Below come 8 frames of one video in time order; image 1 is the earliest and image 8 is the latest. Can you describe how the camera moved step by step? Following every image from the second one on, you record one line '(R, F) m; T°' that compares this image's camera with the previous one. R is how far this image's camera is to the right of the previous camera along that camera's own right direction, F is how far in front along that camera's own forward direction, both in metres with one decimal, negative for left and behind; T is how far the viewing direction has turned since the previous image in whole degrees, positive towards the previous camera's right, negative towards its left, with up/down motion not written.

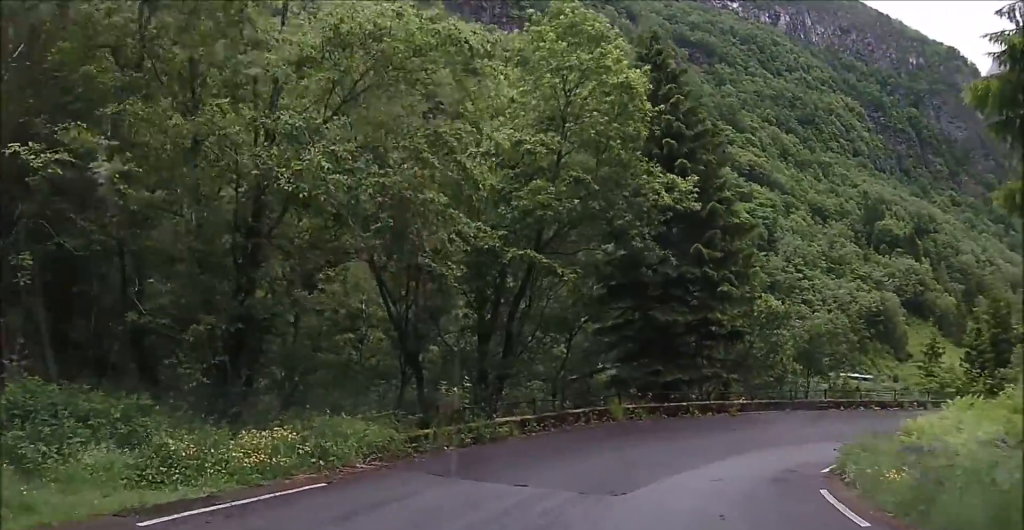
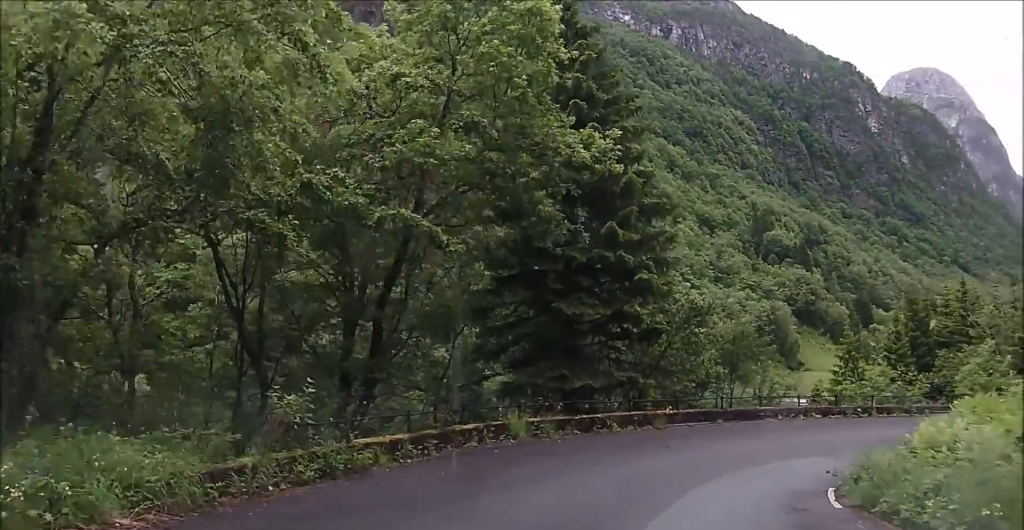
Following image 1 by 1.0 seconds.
(+0.3, +4.6) m; +15°
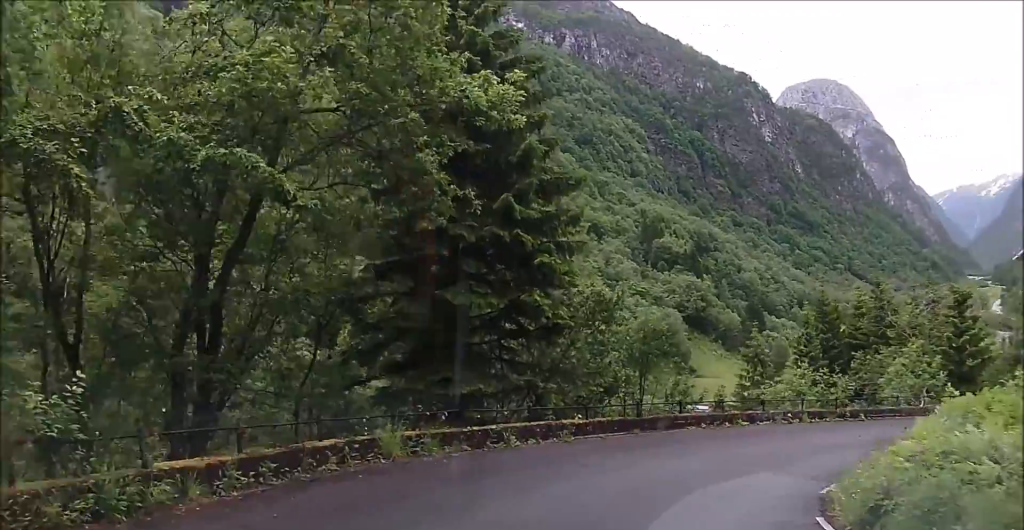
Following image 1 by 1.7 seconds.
(+0.6, +3.0) m; +11°
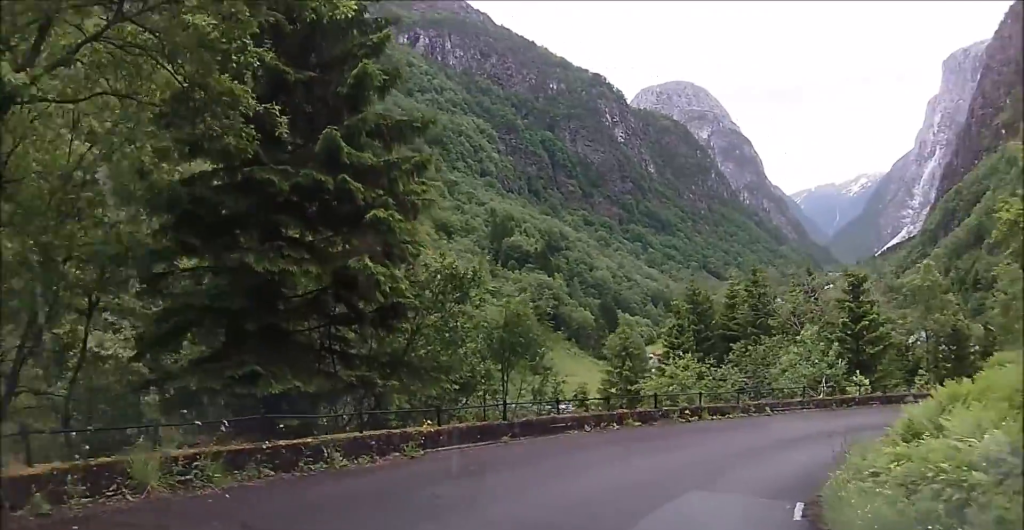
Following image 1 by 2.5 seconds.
(+0.4, +3.6) m; +11°
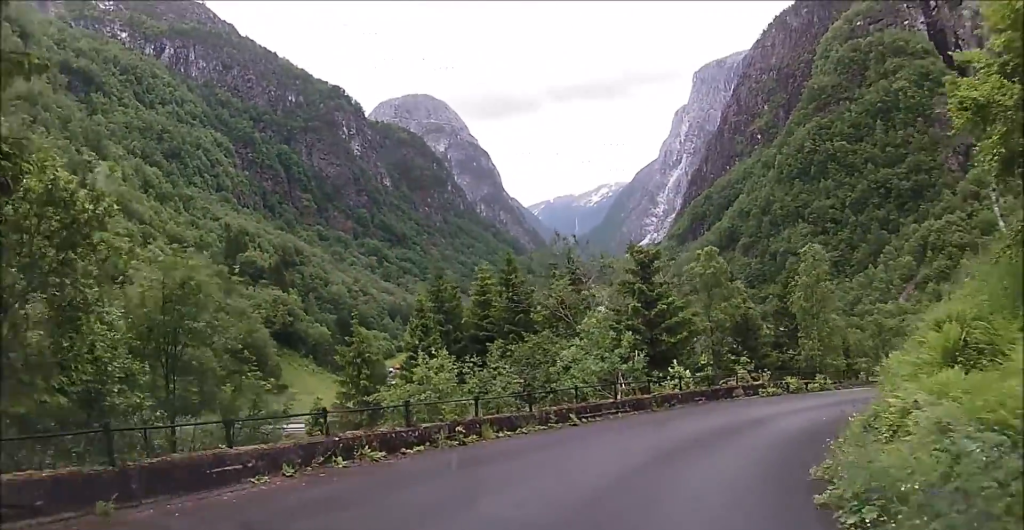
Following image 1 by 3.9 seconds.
(+0.9, +6.4) m; +20°
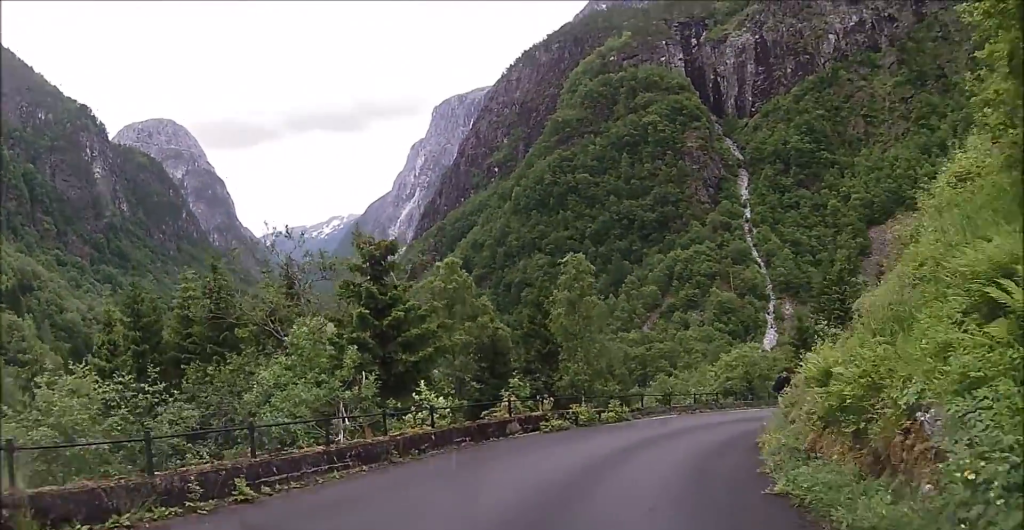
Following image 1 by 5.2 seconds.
(+1.6, +6.6) m; +26°
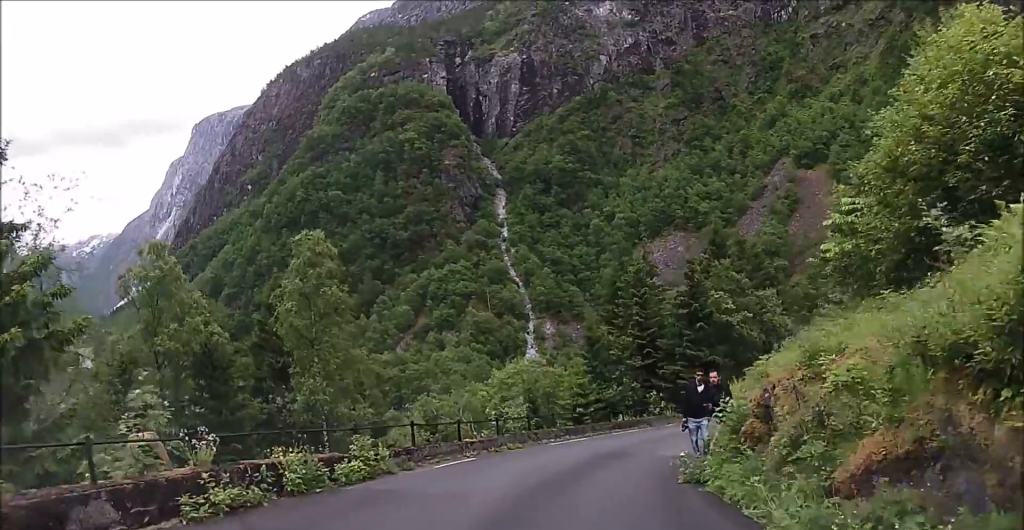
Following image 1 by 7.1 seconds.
(+2.0, +10.2) m; +21°
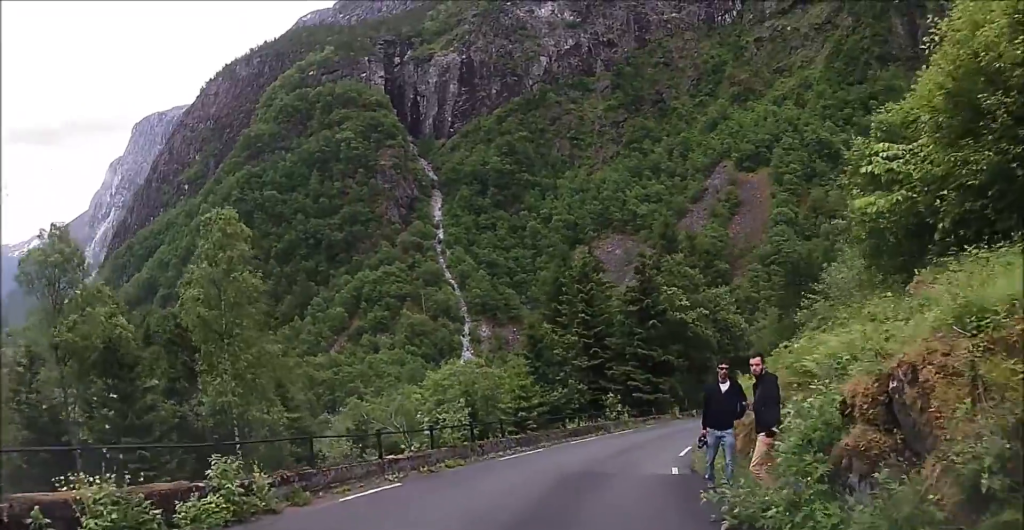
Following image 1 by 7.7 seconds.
(+0.5, +3.9) m; +7°
